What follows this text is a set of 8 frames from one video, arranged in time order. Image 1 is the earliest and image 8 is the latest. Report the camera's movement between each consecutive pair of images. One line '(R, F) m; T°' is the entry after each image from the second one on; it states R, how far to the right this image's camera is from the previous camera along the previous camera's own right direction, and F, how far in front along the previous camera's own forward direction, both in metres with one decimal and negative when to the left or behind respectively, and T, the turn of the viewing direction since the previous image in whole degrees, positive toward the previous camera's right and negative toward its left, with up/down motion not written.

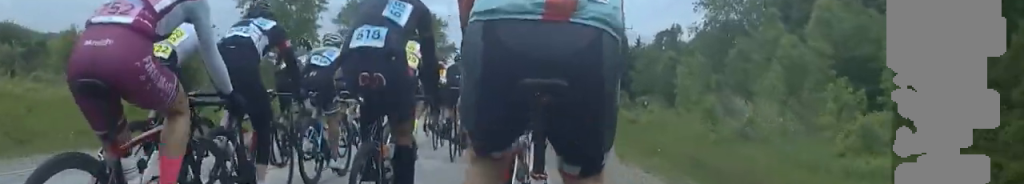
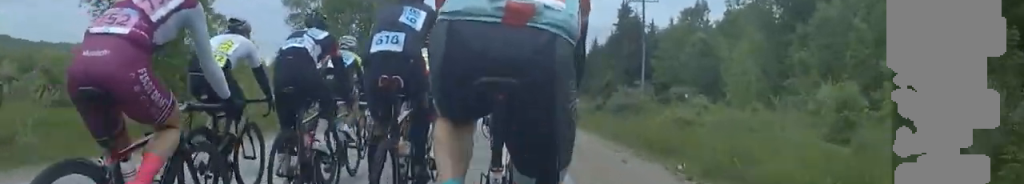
(0.0, +17.9) m; 0°
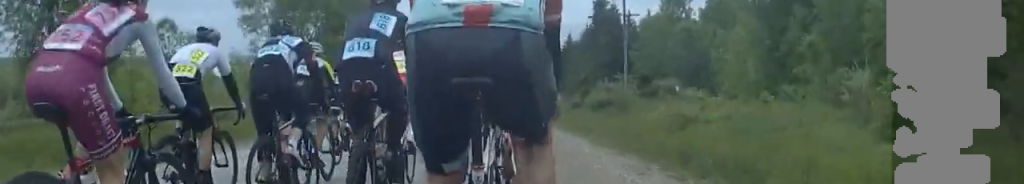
(0.0, +5.3) m; -1°
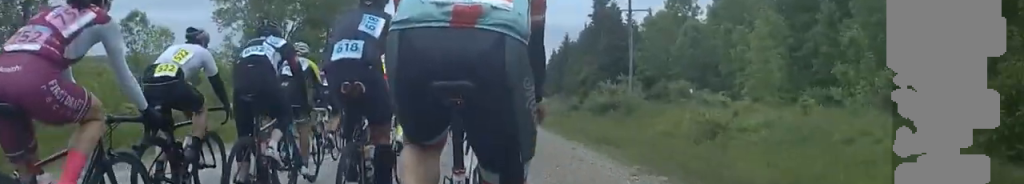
(0.0, +5.1) m; -1°
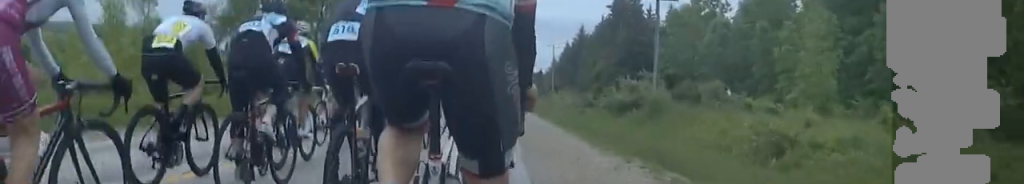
(-0.1, +5.8) m; 0°
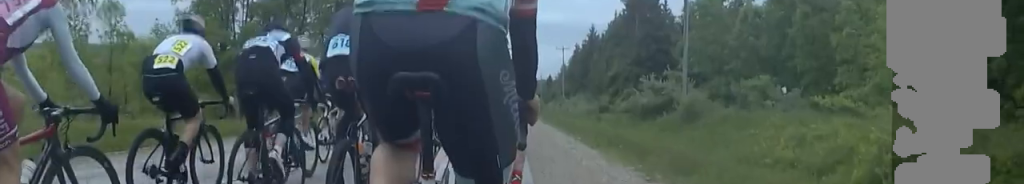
(-0.2, +6.9) m; 0°
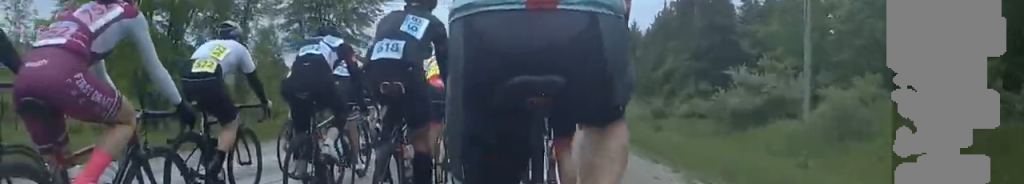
(+0.4, +15.3) m; +2°
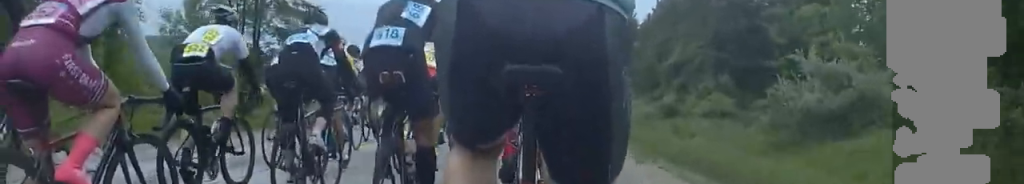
(0.0, +10.7) m; 0°
